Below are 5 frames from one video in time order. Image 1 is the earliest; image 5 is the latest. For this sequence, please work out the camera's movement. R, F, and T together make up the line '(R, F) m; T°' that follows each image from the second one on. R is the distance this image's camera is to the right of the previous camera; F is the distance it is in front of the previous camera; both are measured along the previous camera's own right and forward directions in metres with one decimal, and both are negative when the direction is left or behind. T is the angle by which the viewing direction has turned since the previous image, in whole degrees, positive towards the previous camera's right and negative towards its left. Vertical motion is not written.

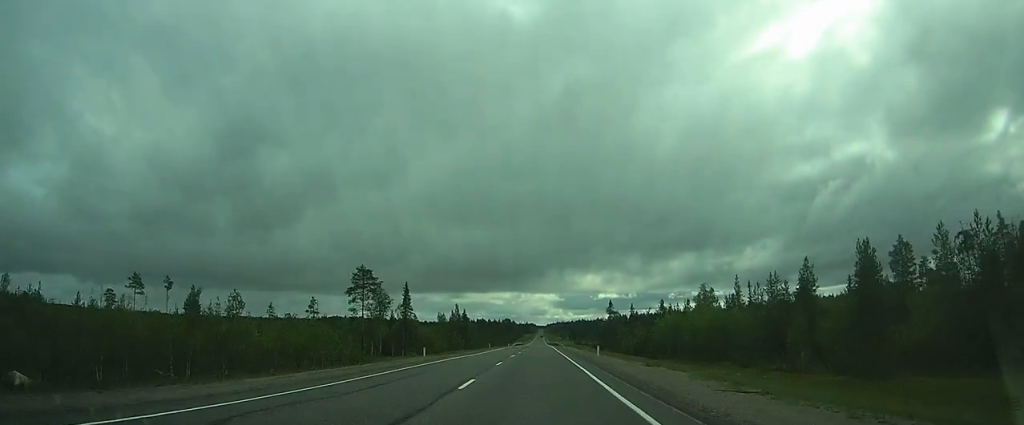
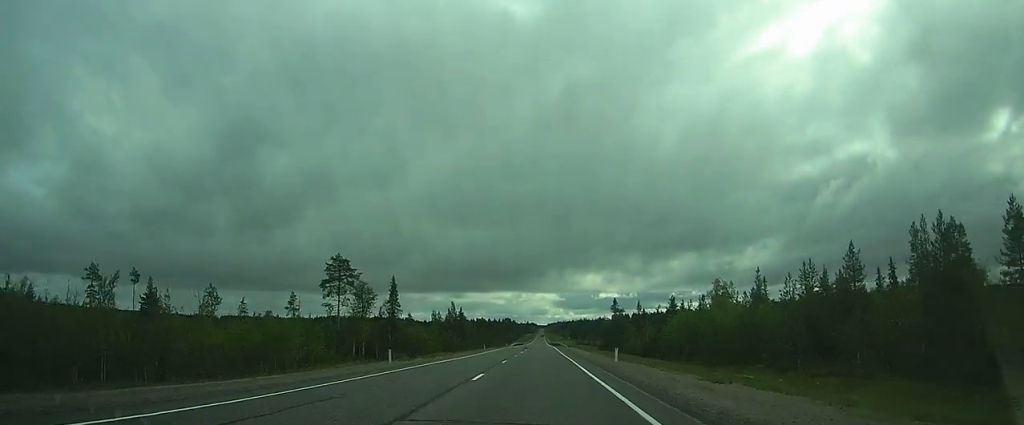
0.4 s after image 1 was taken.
(0.0, +9.1) m; 0°
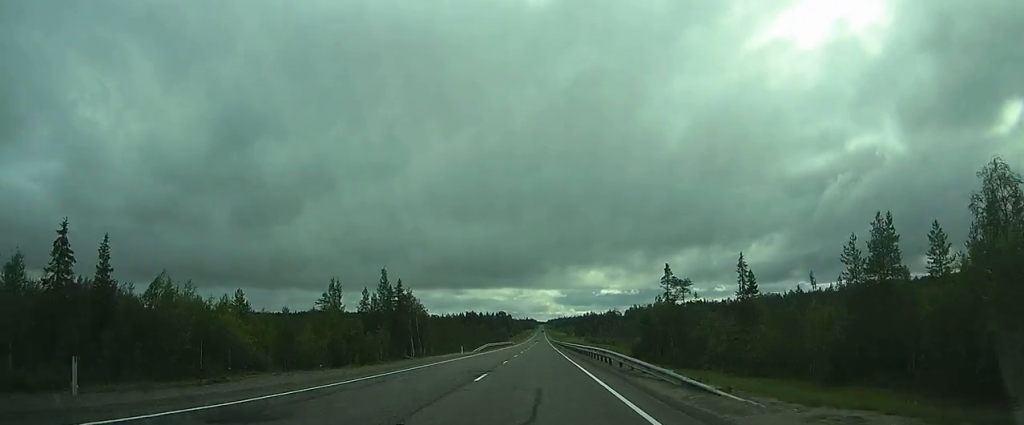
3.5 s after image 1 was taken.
(-0.1, +70.8) m; -1°
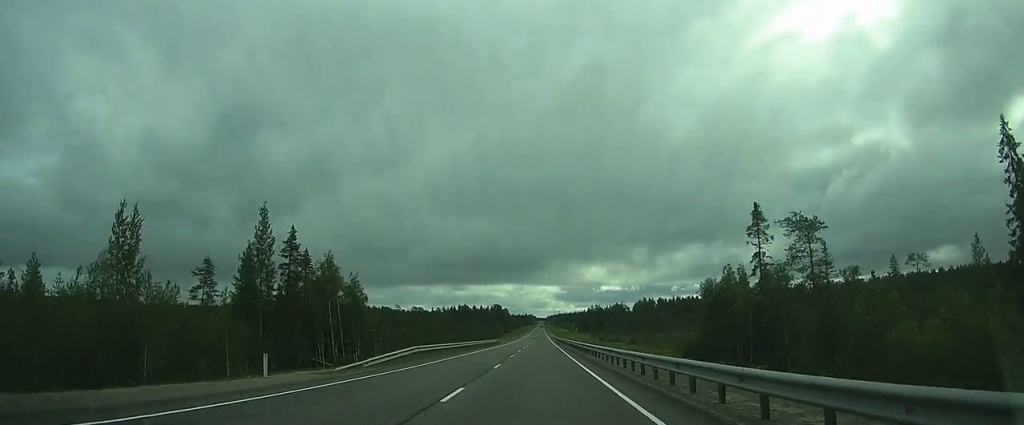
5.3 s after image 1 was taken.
(-0.6, +41.5) m; -1°
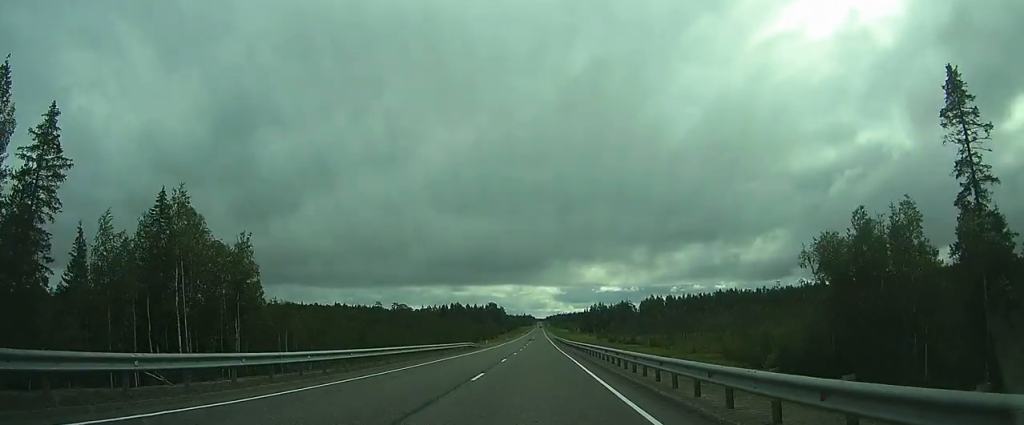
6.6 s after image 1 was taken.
(+0.1, +30.1) m; +1°
